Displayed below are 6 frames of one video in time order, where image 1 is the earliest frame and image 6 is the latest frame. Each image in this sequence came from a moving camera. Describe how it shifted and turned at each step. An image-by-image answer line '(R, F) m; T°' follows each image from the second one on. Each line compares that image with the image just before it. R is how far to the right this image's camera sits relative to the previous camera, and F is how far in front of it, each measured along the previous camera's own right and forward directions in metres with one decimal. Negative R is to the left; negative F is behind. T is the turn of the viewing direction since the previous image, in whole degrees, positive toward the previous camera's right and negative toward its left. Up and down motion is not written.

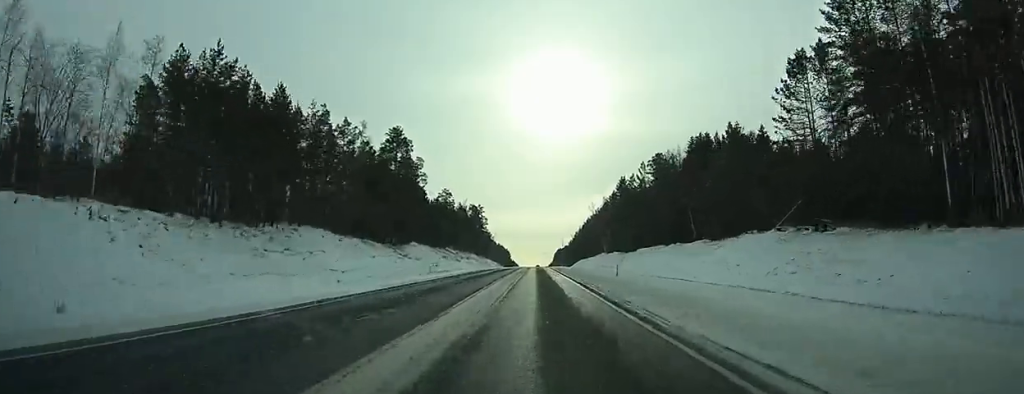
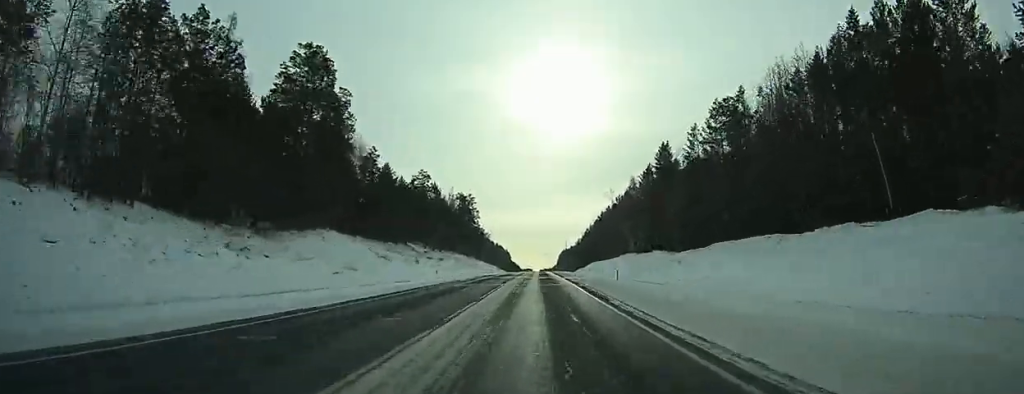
(+0.1, +50.6) m; 0°
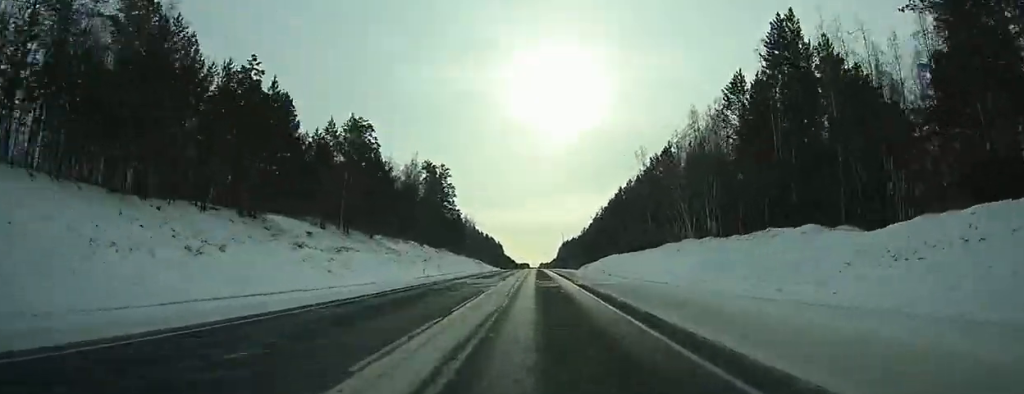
(0.0, +55.6) m; 0°
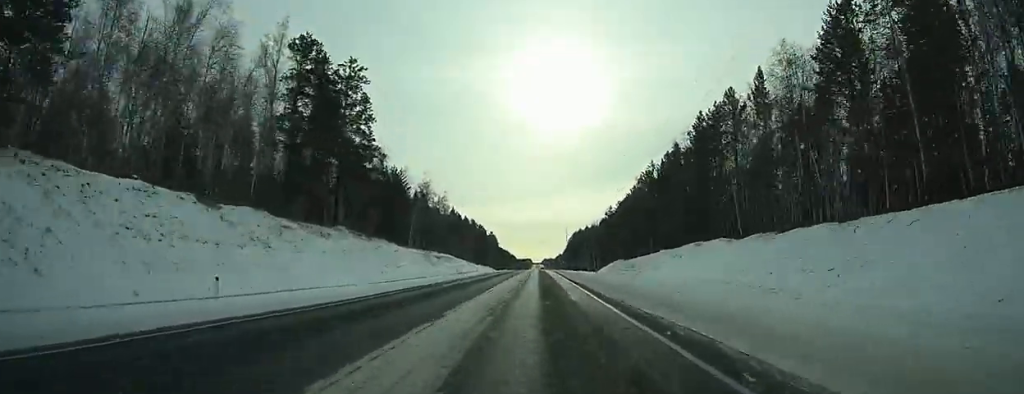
(+0.1, +82.4) m; 0°
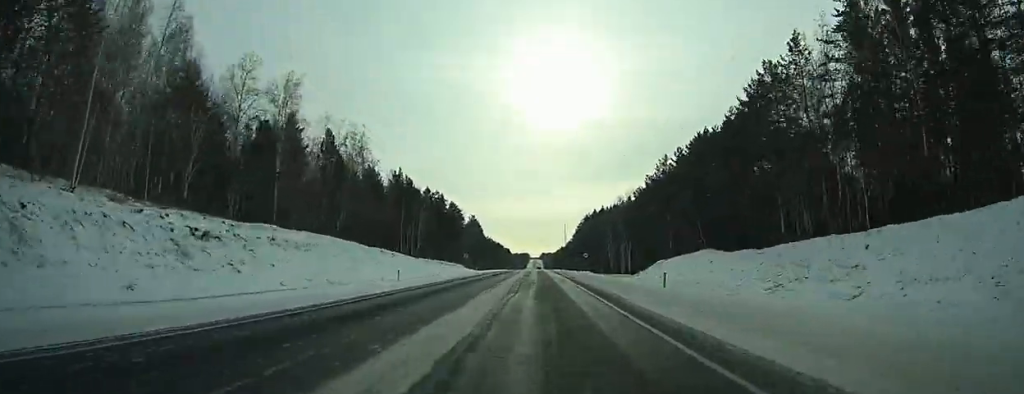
(0.0, +82.8) m; 0°
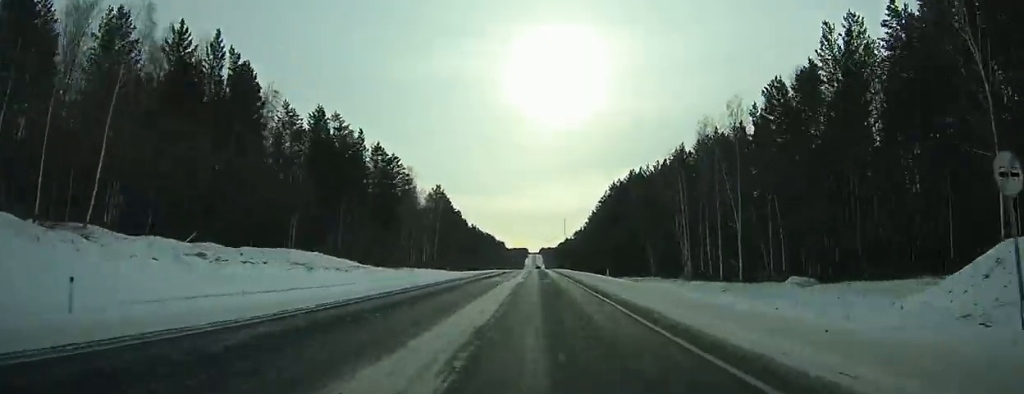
(+0.1, +80.1) m; 0°
